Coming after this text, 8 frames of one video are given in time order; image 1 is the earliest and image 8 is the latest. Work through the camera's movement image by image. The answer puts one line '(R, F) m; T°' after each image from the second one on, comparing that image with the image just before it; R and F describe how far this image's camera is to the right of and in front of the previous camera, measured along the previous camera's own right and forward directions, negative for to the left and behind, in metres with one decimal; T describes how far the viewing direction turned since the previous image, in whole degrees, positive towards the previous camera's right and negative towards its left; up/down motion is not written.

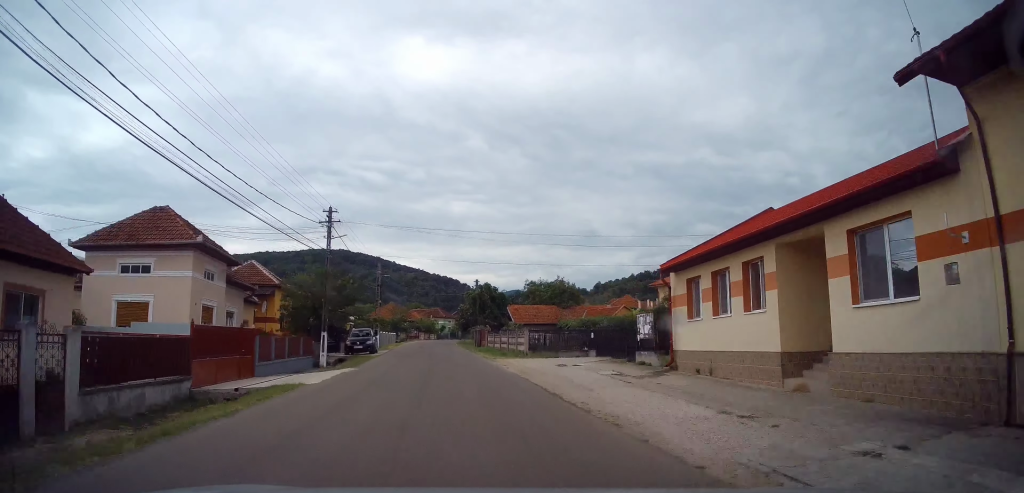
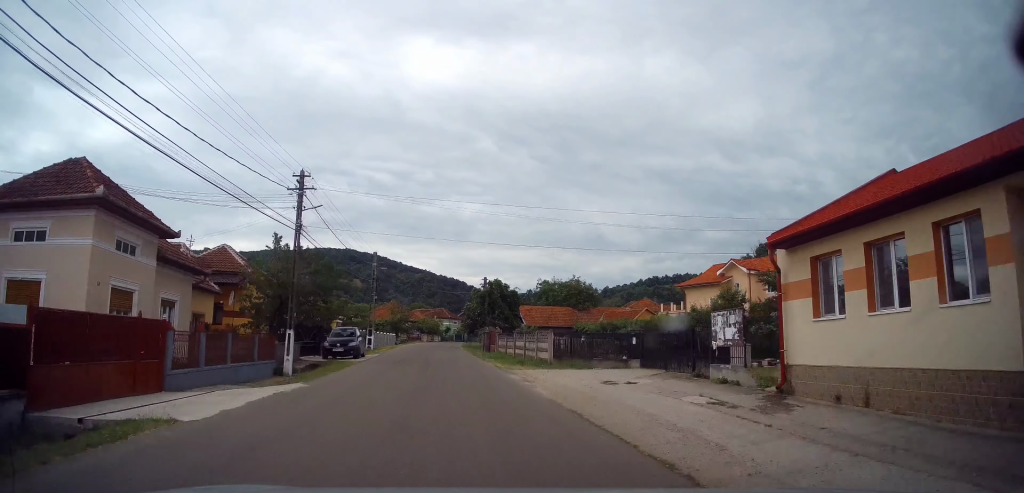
(+0.1, +6.4) m; -1°
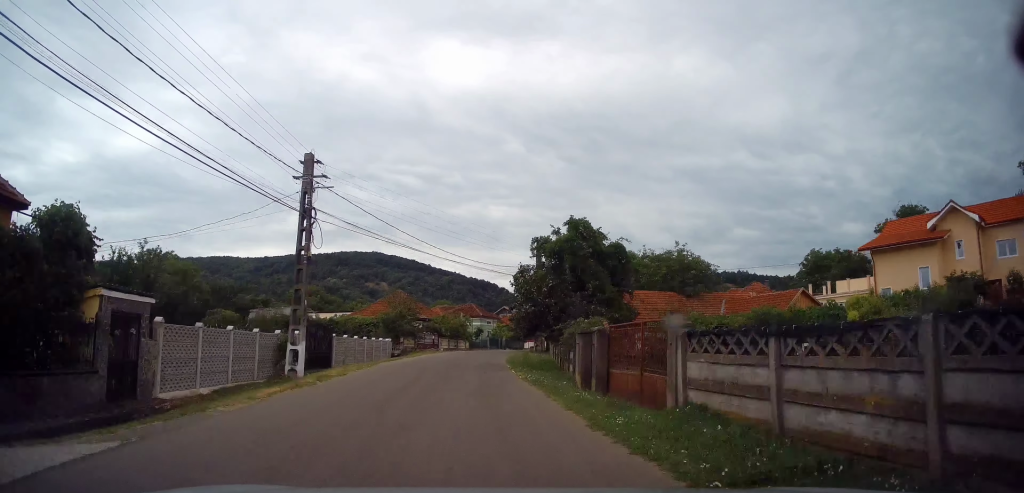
(-1.0, +26.0) m; -4°
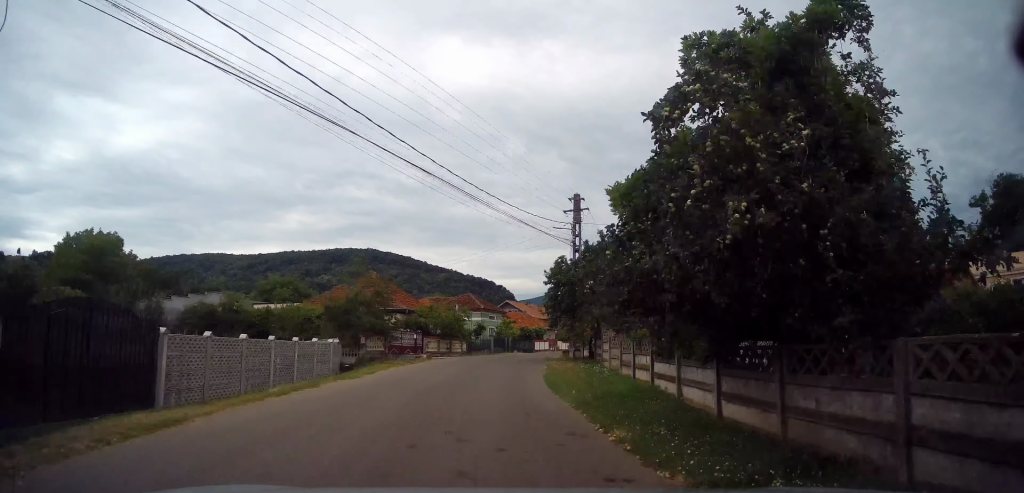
(-0.1, +15.2) m; +2°
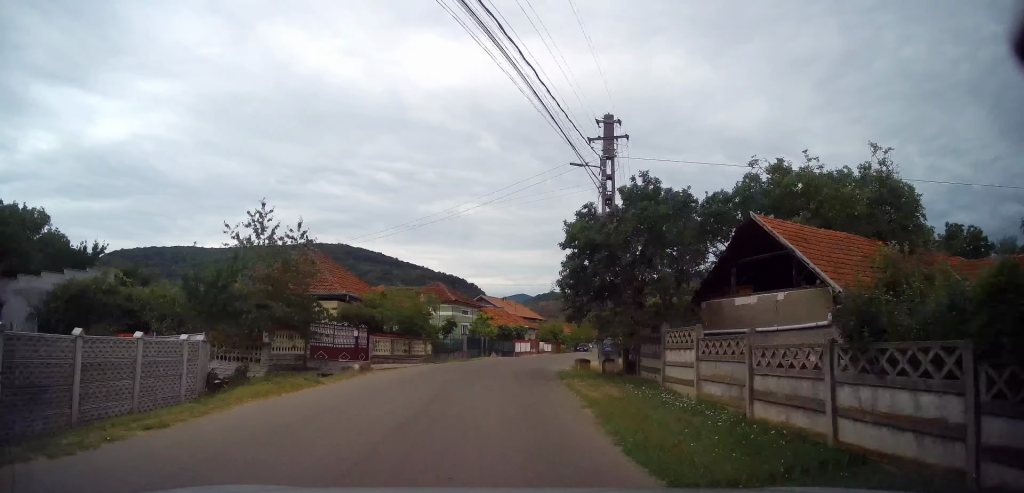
(+0.1, +10.4) m; +4°
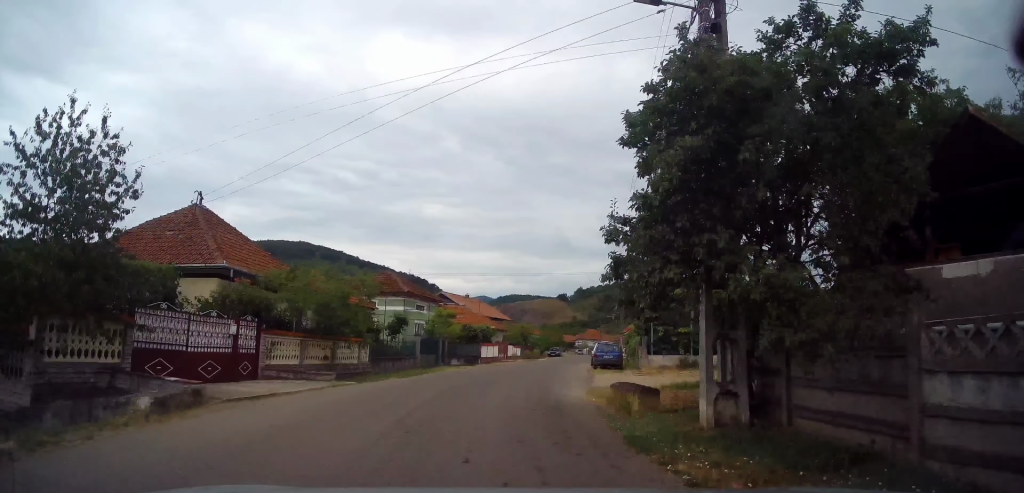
(+0.6, +9.4) m; +4°
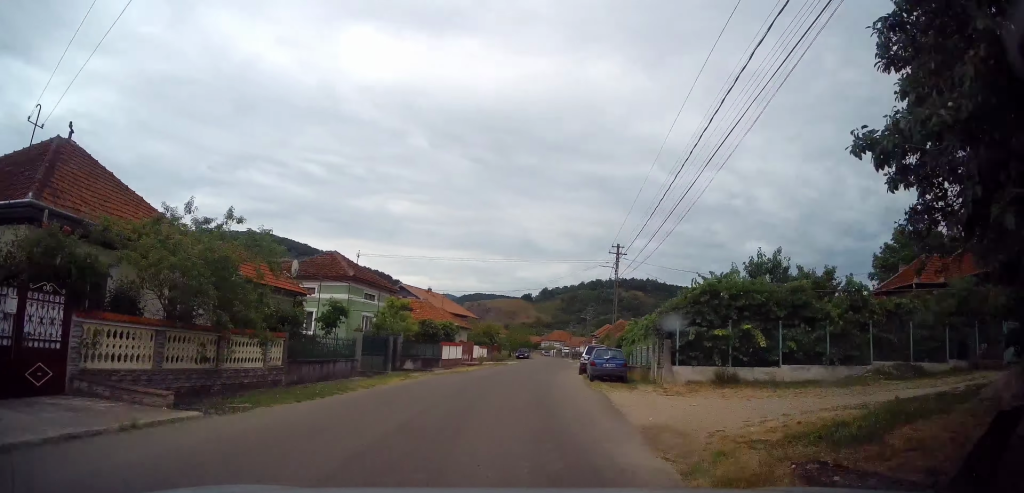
(+0.1, +6.9) m; +3°
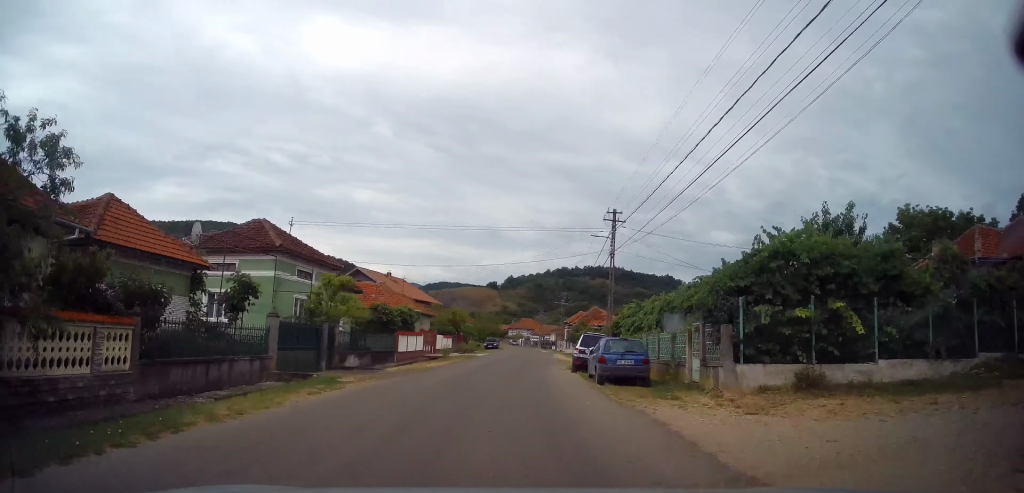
(-0.1, +6.4) m; +3°
